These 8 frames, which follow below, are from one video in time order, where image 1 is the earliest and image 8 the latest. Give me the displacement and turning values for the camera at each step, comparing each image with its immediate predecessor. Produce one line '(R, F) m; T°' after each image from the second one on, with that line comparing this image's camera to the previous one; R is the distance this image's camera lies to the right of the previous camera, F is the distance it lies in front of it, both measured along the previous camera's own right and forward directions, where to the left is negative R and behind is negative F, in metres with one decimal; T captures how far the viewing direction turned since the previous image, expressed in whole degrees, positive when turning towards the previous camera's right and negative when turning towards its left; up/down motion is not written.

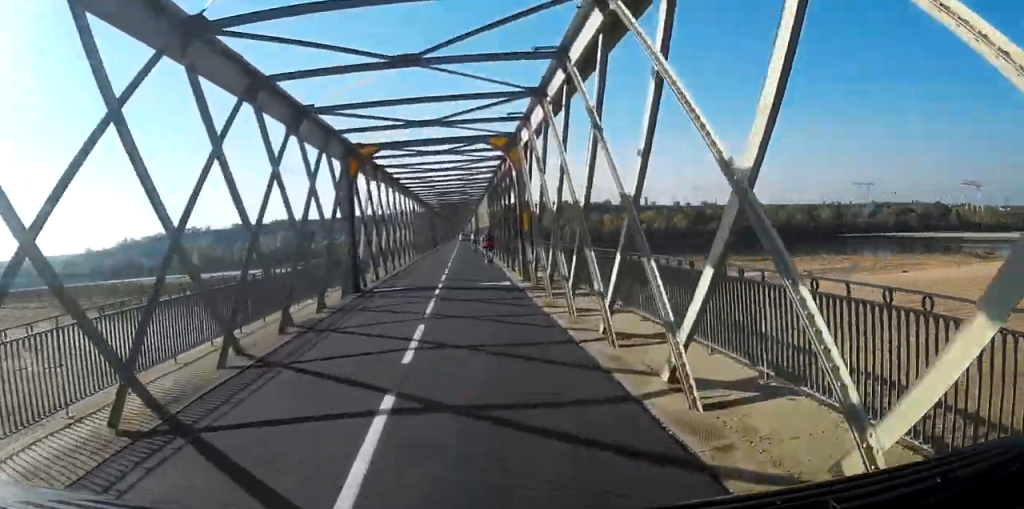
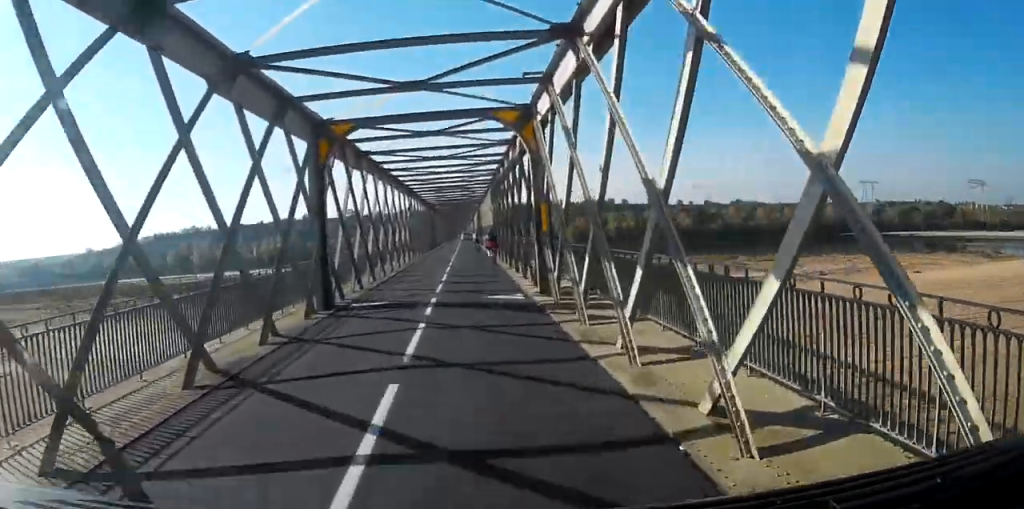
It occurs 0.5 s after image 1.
(+0.1, +3.6) m; 0°
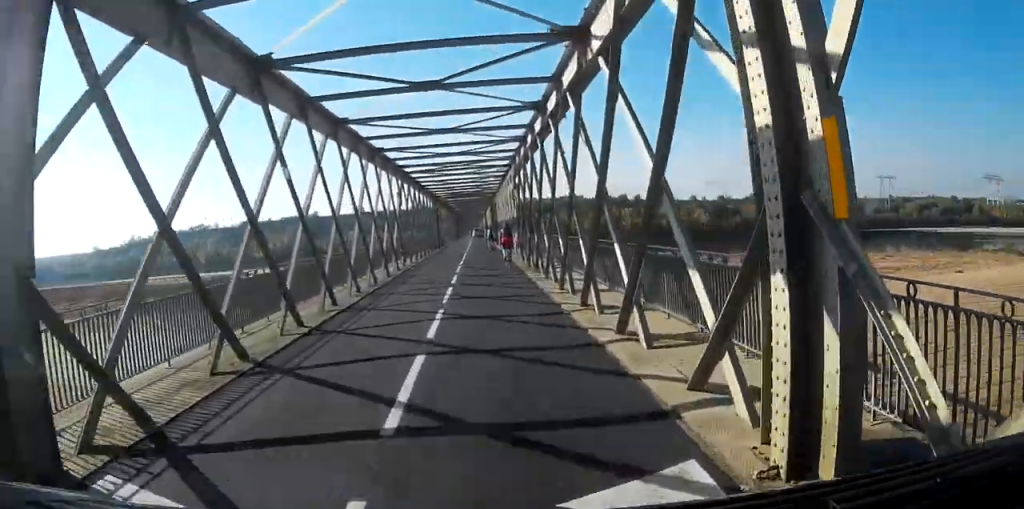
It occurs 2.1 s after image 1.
(+0.1, +10.7) m; 0°
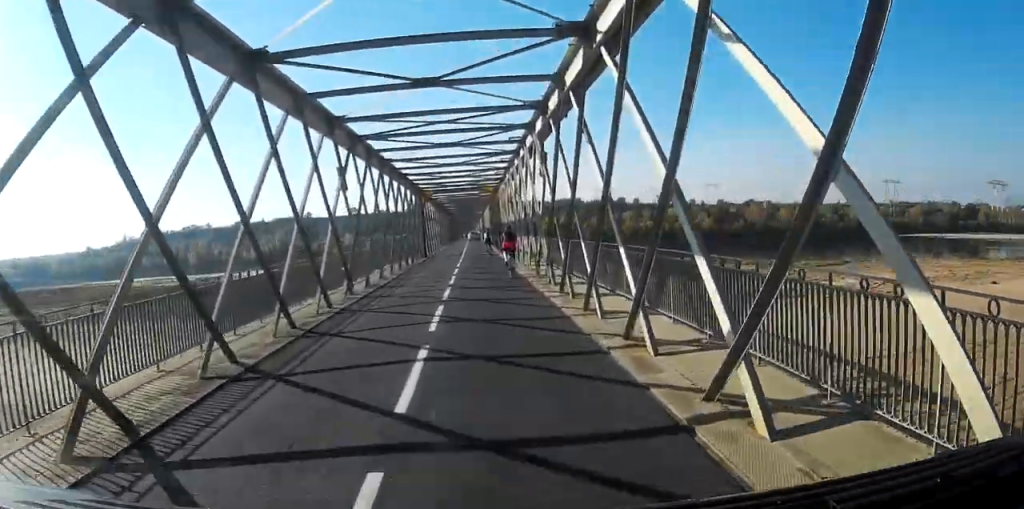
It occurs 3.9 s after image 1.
(+0.1, +11.5) m; 0°
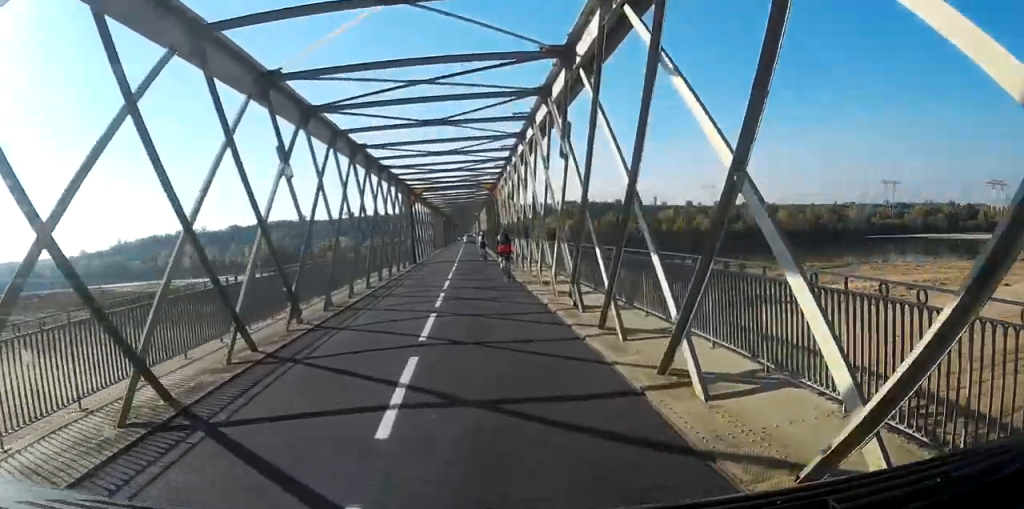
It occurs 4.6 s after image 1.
(-0.1, +4.6) m; 0°
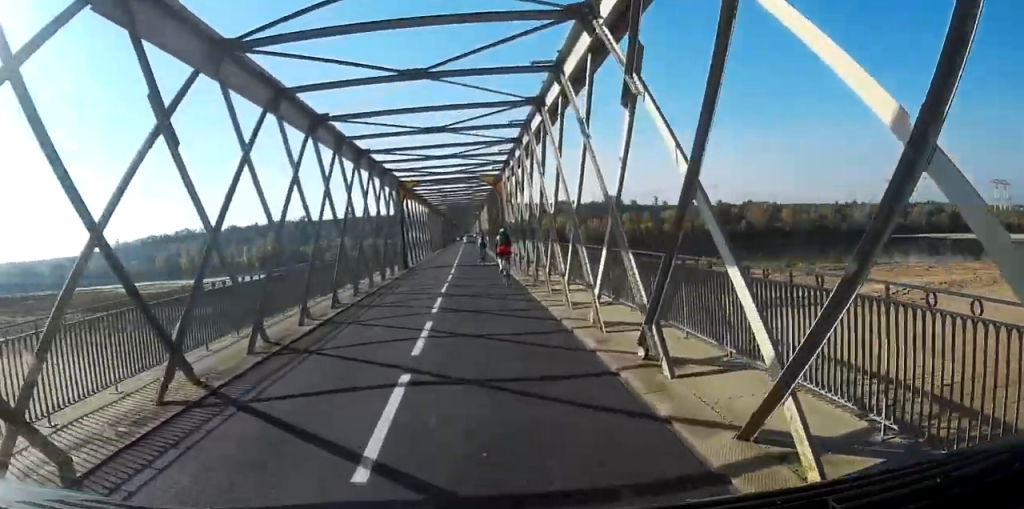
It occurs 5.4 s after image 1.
(0.0, +4.8) m; +1°
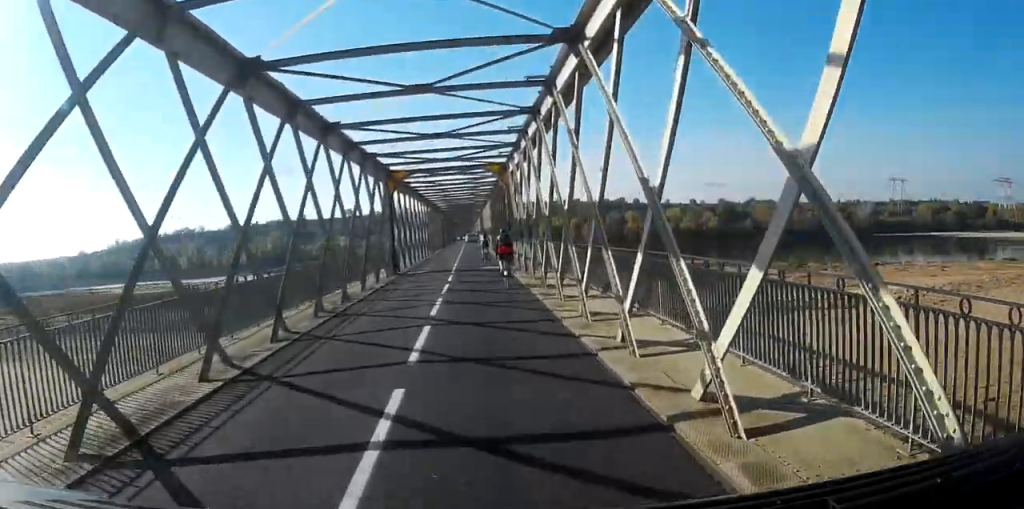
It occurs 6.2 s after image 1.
(+0.1, +4.6) m; +1°
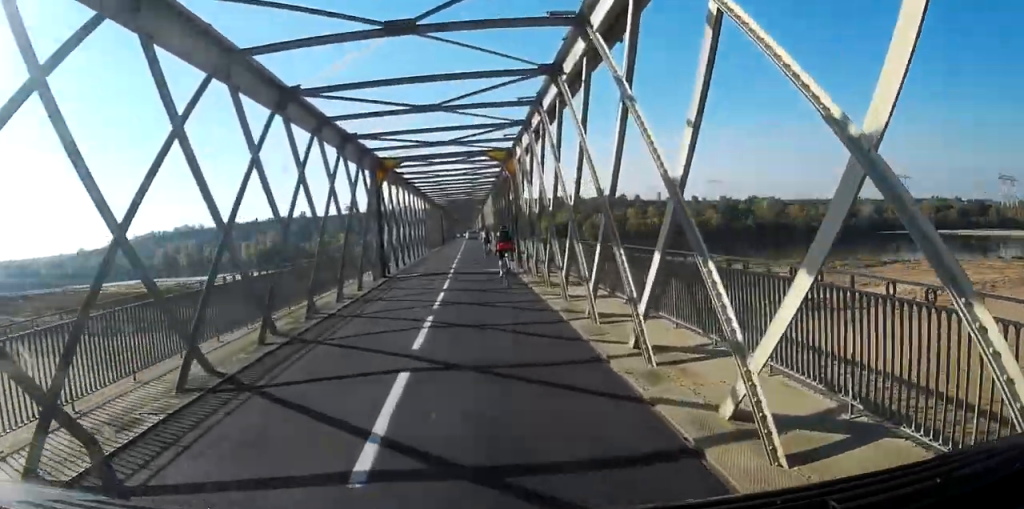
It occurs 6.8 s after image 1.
(+0.1, +3.5) m; -2°
